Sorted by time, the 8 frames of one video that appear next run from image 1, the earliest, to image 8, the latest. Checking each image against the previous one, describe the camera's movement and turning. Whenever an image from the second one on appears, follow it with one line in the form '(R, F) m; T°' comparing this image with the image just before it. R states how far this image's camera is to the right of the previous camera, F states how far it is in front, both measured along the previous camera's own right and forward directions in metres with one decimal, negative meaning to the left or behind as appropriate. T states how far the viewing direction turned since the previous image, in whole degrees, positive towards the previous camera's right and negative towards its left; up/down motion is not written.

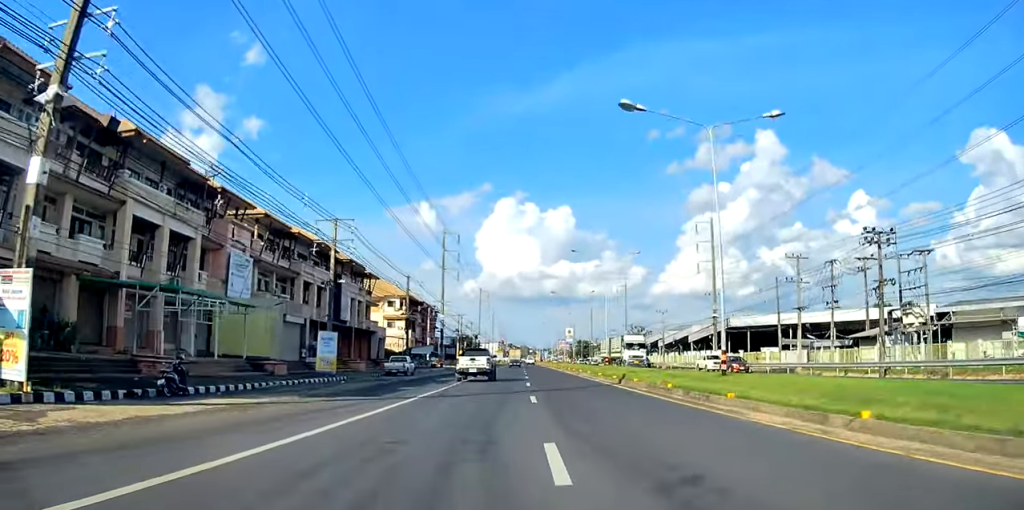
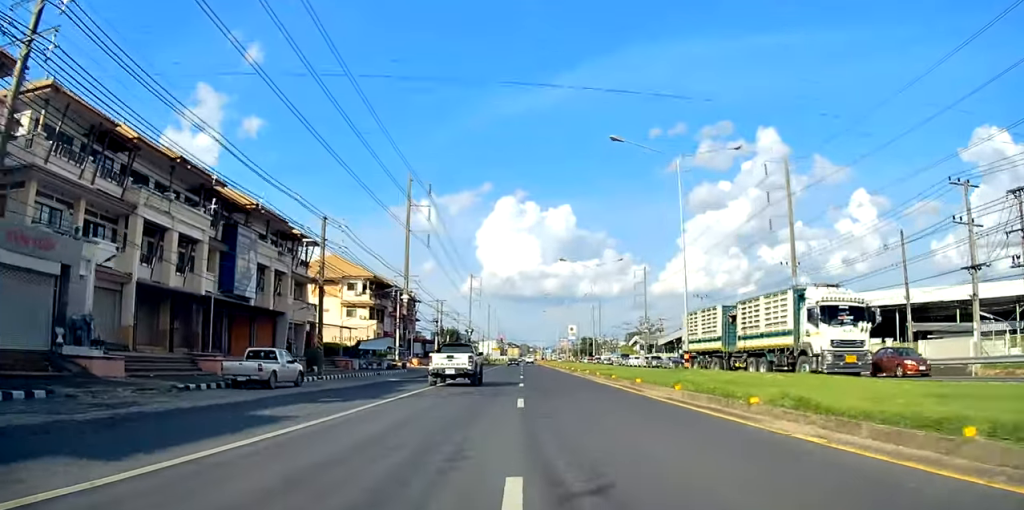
(0.0, +25.6) m; 0°
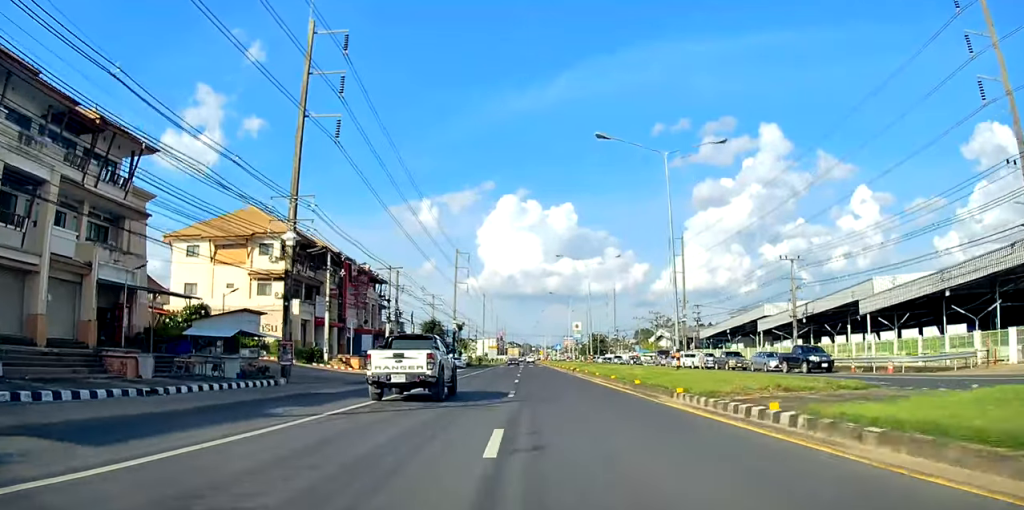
(+0.2, +30.1) m; +1°
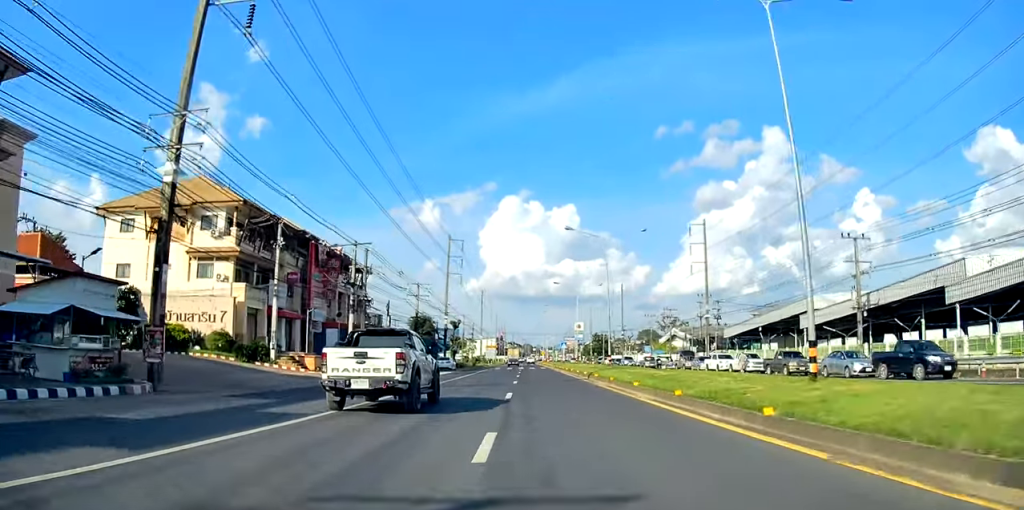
(+0.2, +12.2) m; 0°
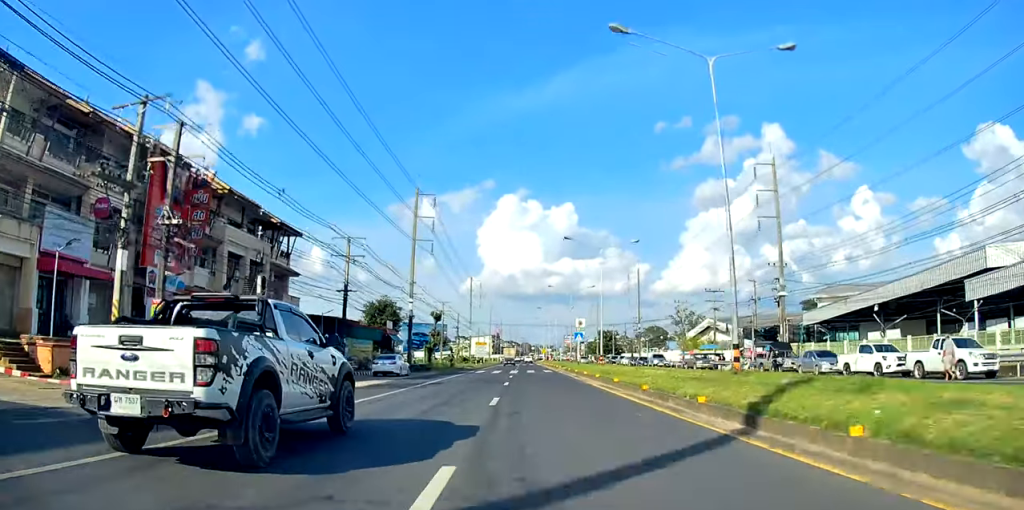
(-0.2, +26.2) m; 0°
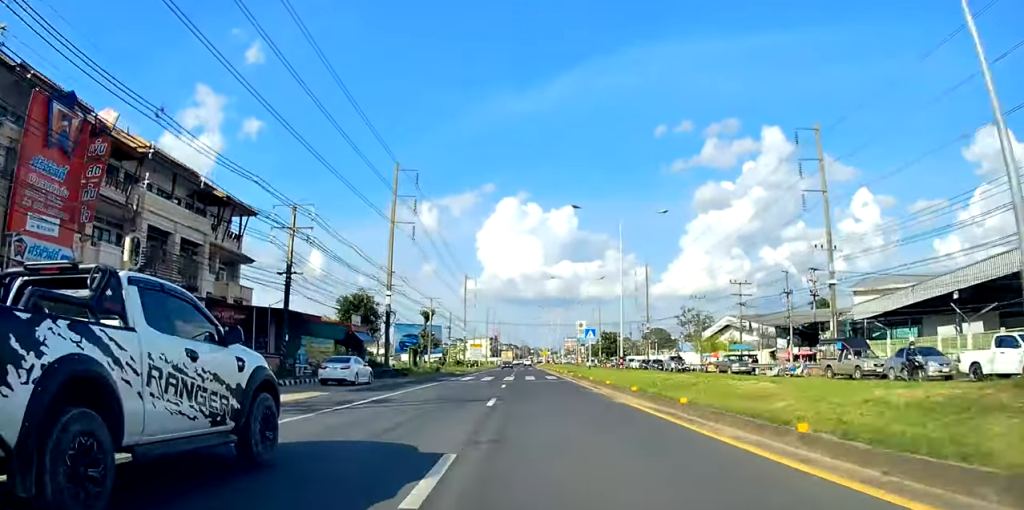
(+0.1, +10.2) m; 0°
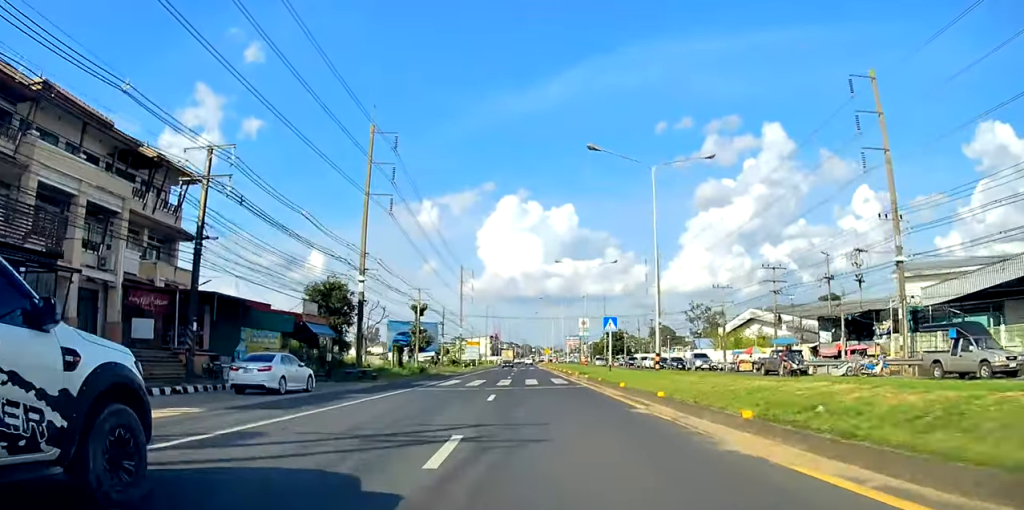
(0.0, +9.5) m; 0°
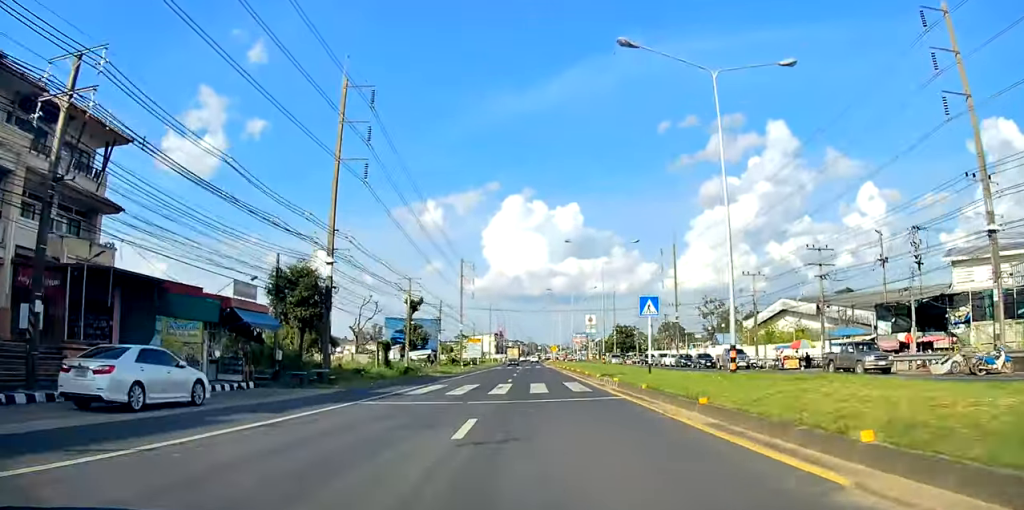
(0.0, +9.5) m; -1°
